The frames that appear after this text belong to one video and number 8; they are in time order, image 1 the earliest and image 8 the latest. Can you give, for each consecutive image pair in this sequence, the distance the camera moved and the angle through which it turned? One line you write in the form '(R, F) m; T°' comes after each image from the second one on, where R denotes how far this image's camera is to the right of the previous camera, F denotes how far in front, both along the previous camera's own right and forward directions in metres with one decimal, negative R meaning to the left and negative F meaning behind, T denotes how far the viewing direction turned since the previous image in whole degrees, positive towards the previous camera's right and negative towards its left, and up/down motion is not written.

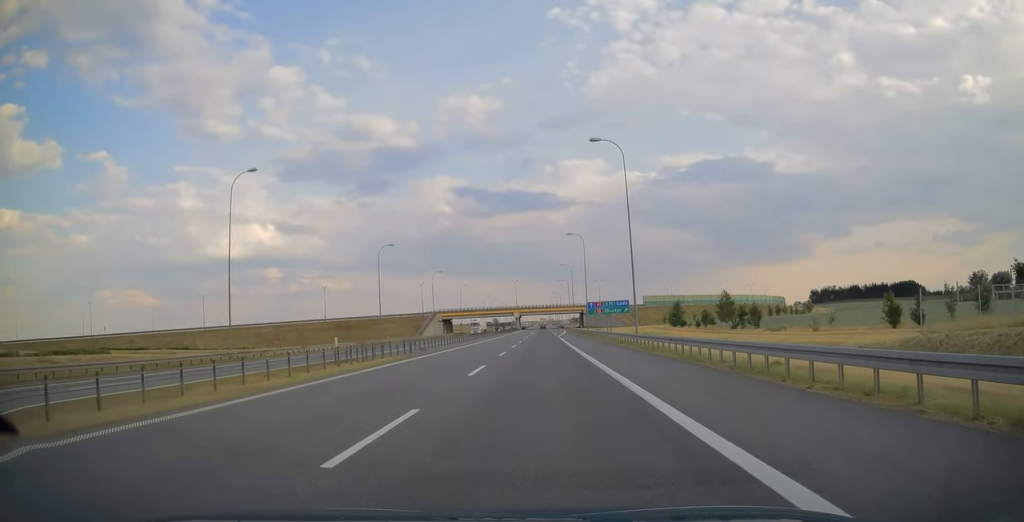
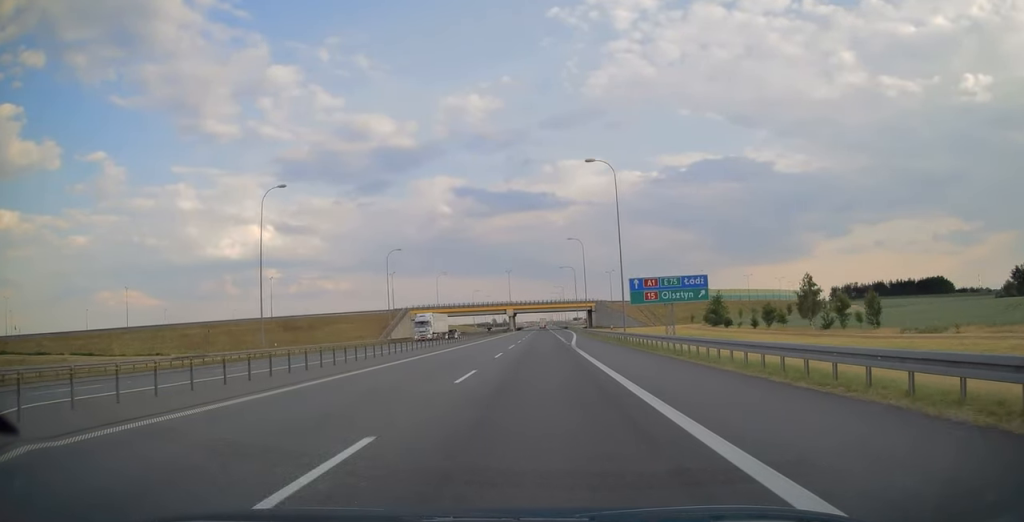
(0.0, +38.4) m; 0°
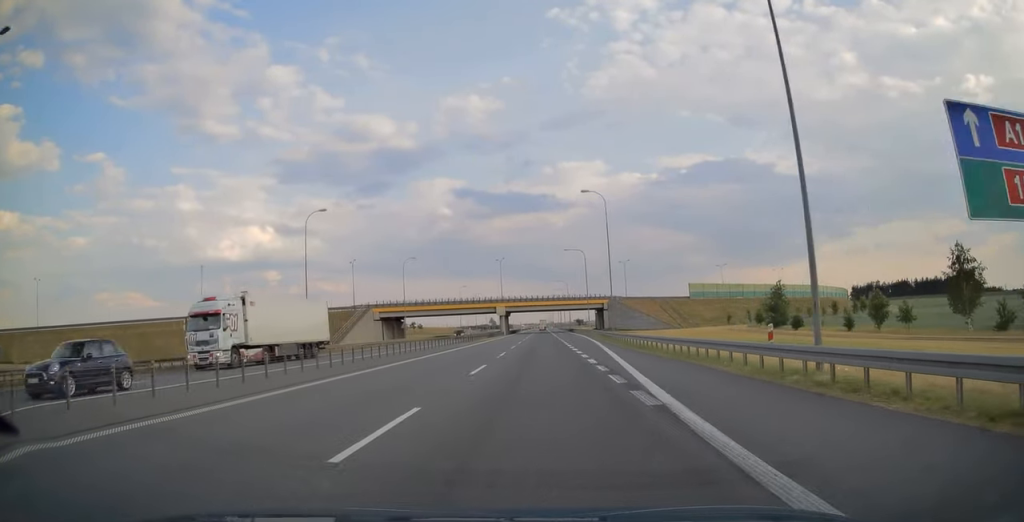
(0.0, +33.2) m; 0°
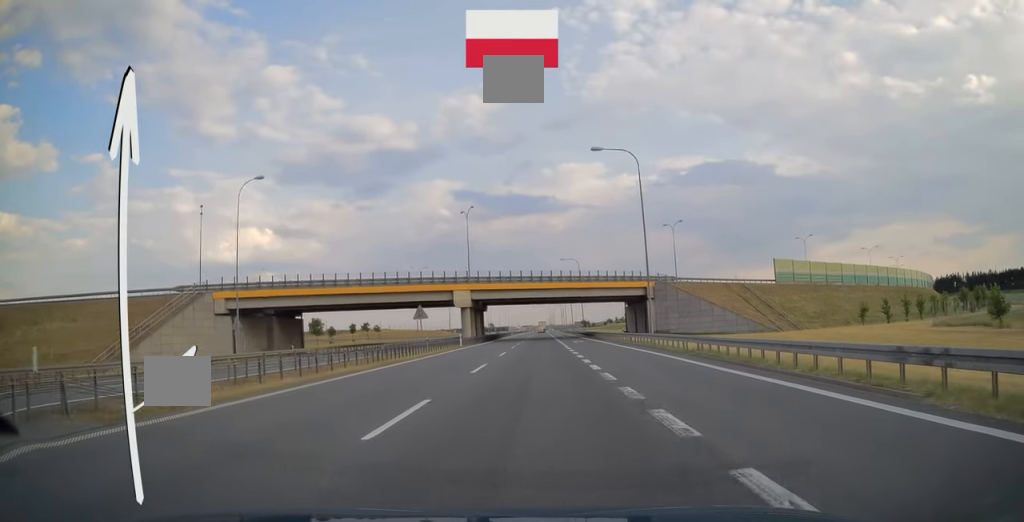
(+0.1, +58.7) m; 0°
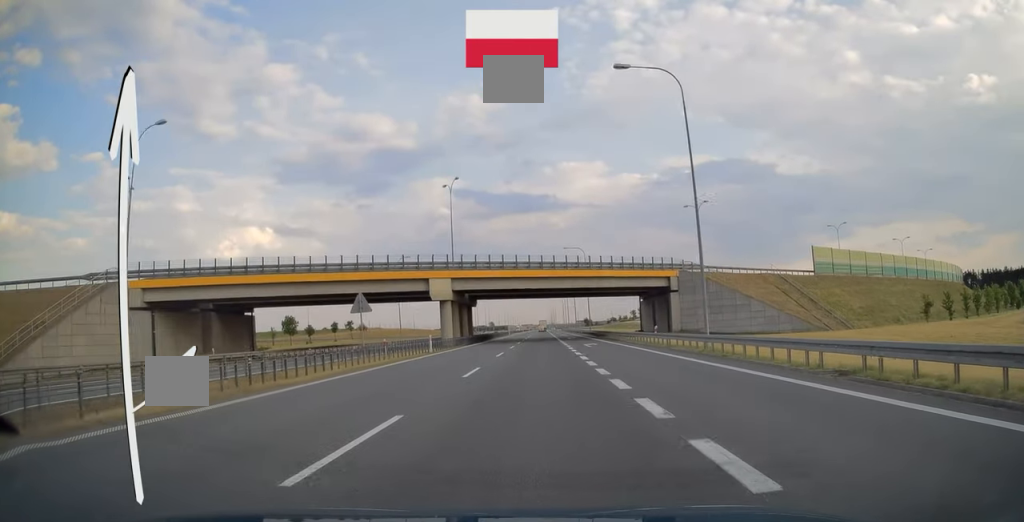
(0.0, +14.4) m; 0°
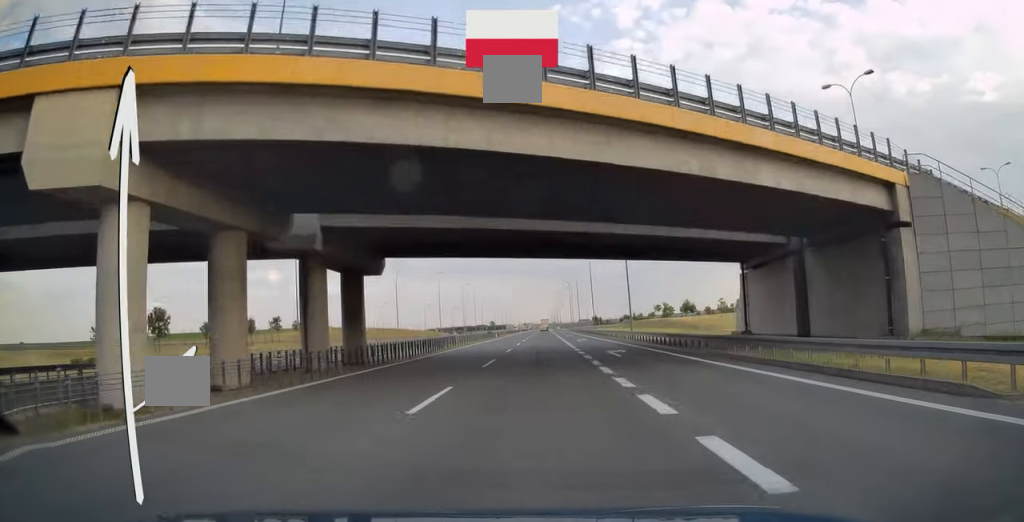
(-0.1, +43.6) m; 0°
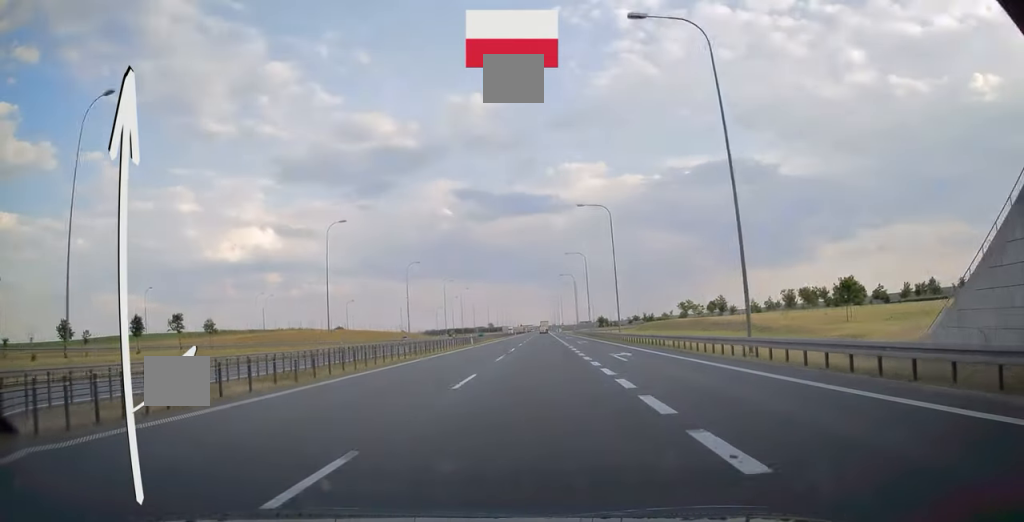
(0.0, +31.5) m; 0°
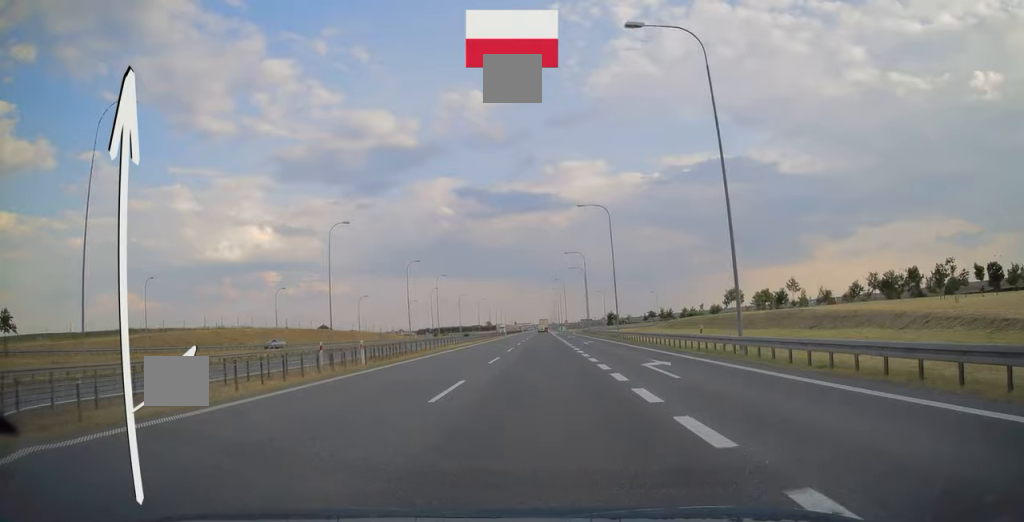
(+0.1, +39.0) m; 0°
